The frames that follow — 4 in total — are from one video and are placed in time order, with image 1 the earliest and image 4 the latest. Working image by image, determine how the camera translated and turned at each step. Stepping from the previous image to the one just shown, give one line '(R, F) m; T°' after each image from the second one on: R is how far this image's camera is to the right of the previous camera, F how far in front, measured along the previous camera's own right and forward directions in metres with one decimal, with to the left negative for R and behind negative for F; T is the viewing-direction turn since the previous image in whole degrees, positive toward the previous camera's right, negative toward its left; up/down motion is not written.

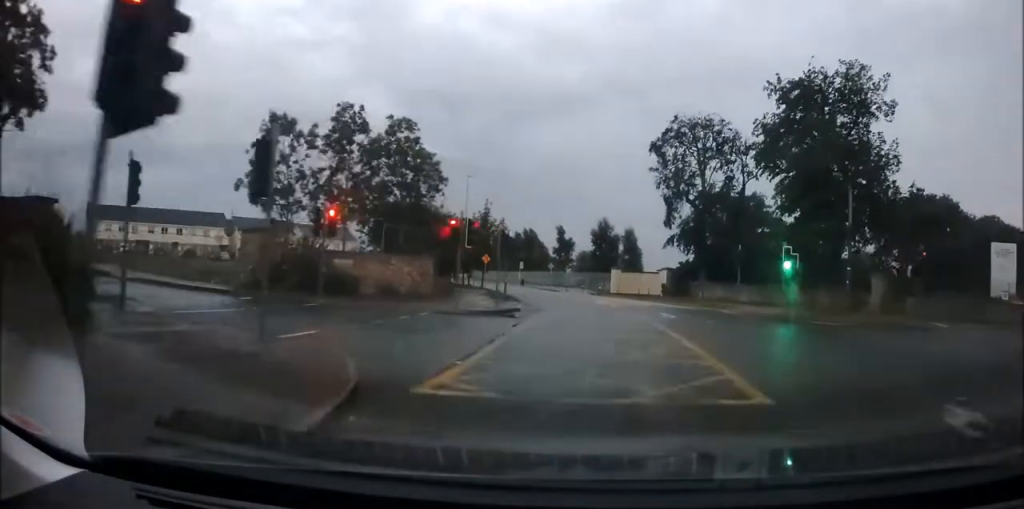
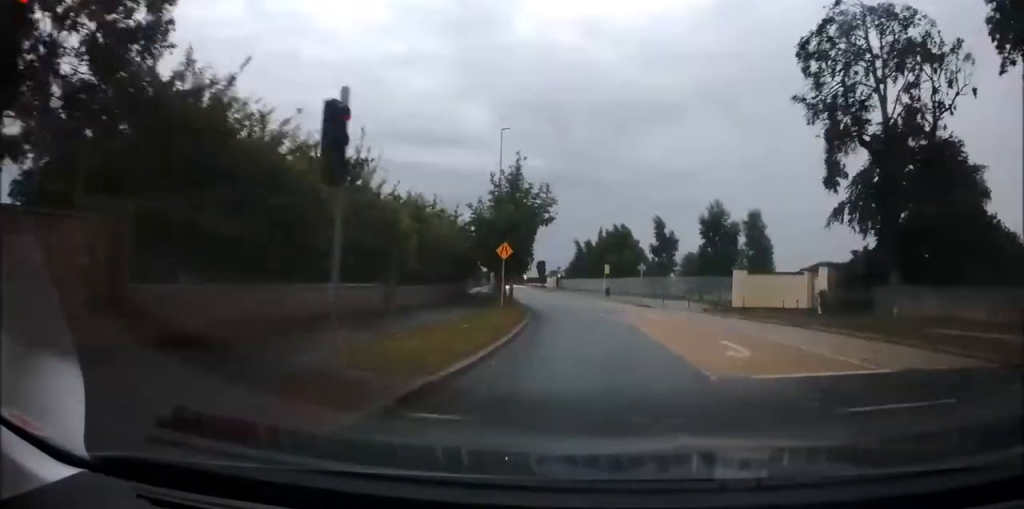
(-2.5, +23.9) m; -12°
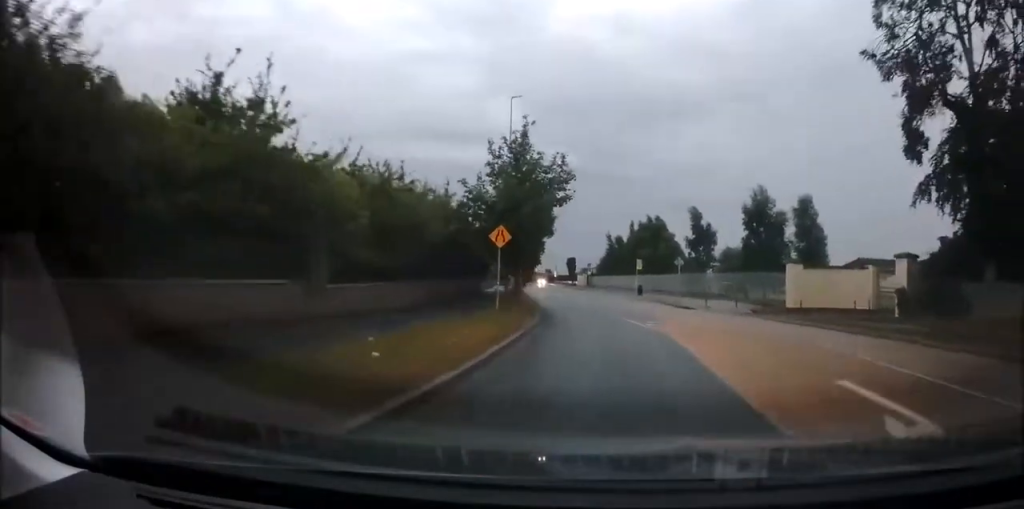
(-0.1, +6.7) m; -3°
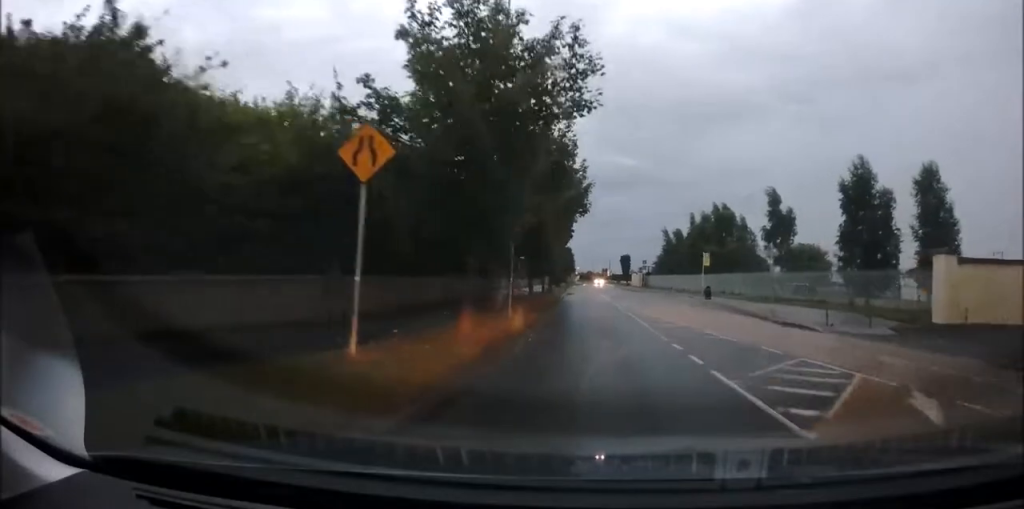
(-0.6, +13.1) m; -5°
